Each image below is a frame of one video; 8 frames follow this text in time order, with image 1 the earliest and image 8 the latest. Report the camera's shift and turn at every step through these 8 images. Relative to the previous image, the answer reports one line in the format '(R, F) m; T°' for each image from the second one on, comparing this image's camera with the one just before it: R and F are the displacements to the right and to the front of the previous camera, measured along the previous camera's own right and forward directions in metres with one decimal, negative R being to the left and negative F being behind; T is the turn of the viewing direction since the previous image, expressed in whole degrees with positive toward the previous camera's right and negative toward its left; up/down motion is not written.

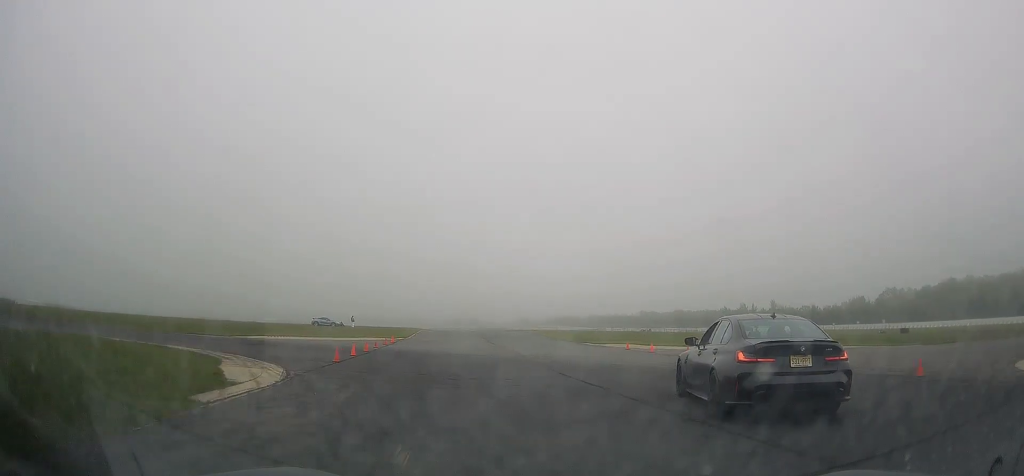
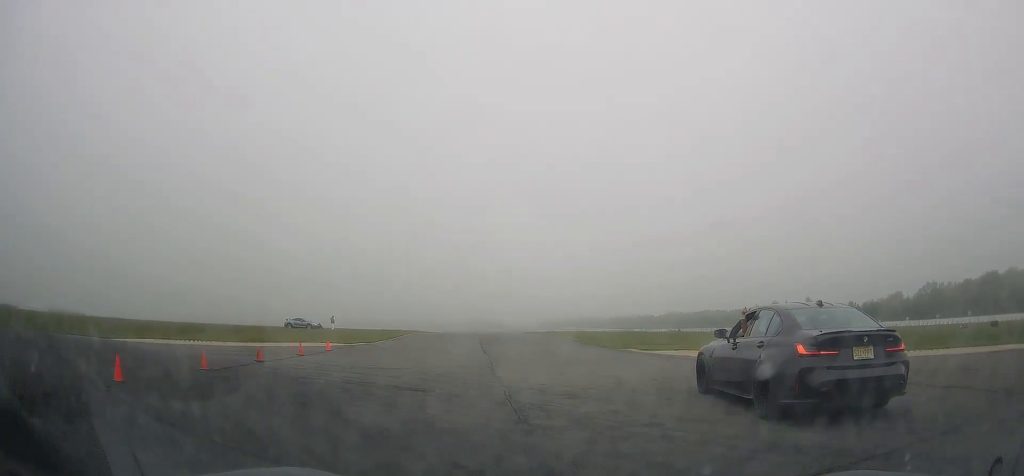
(-0.9, +15.1) m; -4°
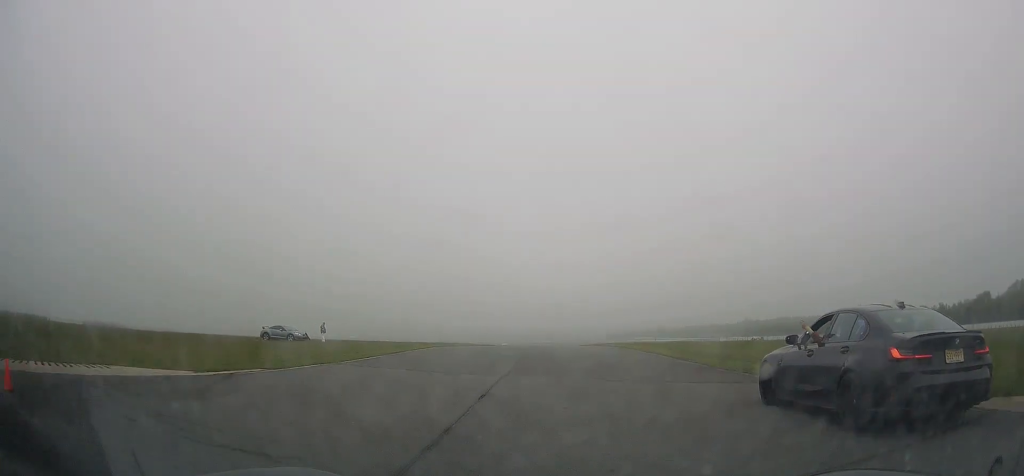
(-1.0, +20.5) m; -4°
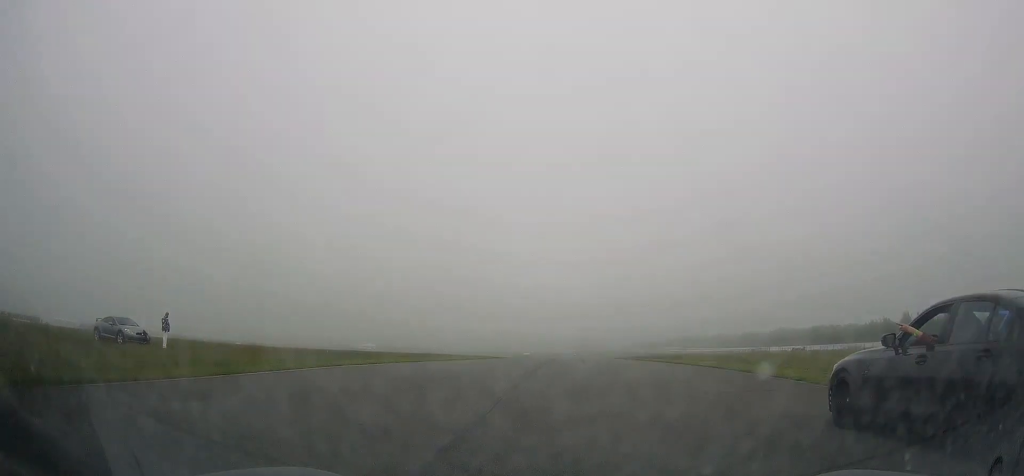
(-0.7, +22.4) m; -3°
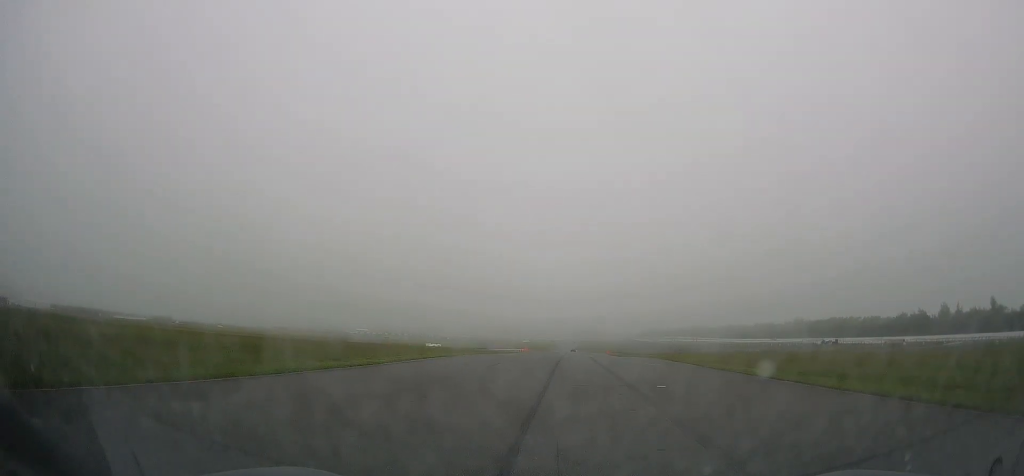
(-0.5, +29.8) m; -1°
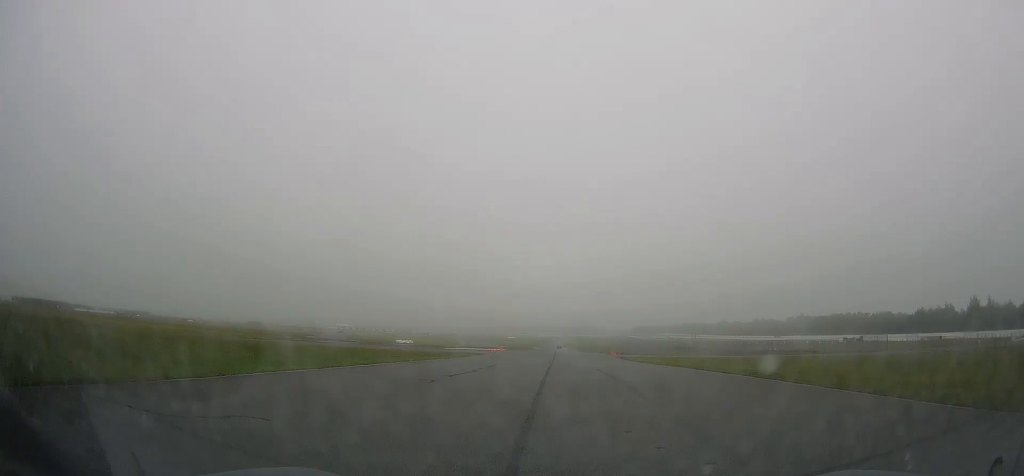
(0.0, +27.8) m; +1°
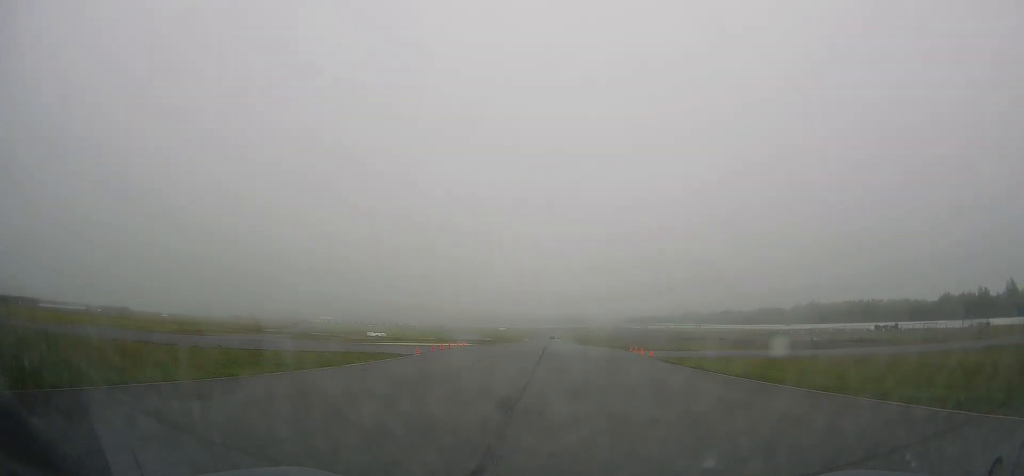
(+0.4, +26.1) m; 0°
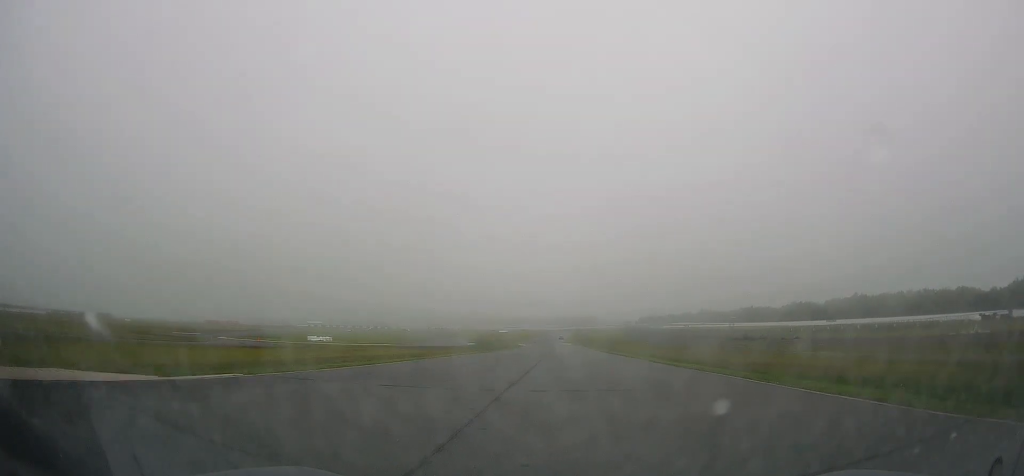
(-0.4, +50.2) m; -1°
